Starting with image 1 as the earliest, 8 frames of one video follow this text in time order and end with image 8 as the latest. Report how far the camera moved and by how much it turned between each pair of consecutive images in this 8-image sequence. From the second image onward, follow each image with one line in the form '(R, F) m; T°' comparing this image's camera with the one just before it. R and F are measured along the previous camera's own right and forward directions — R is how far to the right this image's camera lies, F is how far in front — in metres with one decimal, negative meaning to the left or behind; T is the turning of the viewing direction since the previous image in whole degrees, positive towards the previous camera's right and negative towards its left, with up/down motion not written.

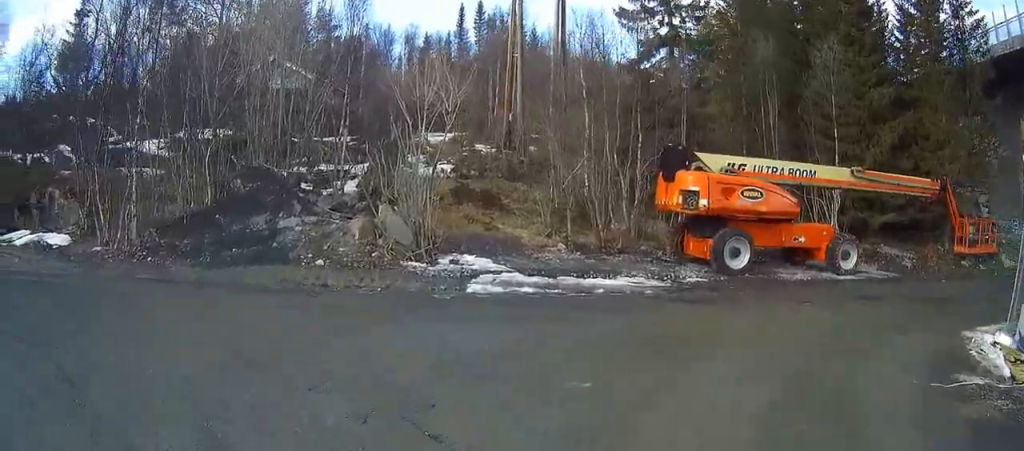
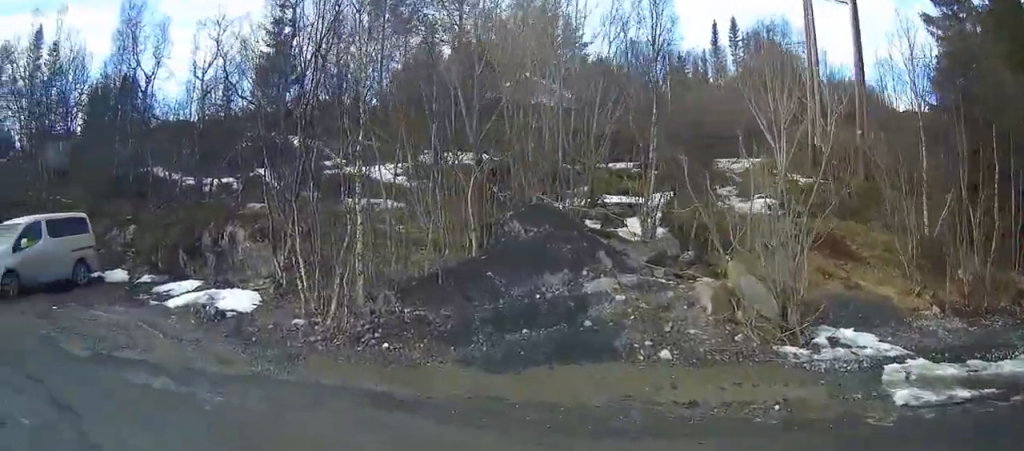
(-0.8, +4.4) m; -21°
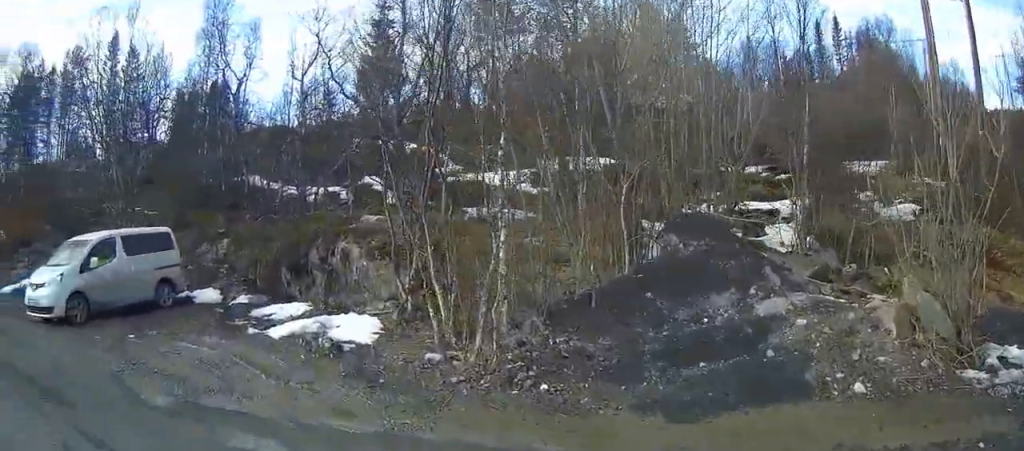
(-0.1, +1.5) m; -8°
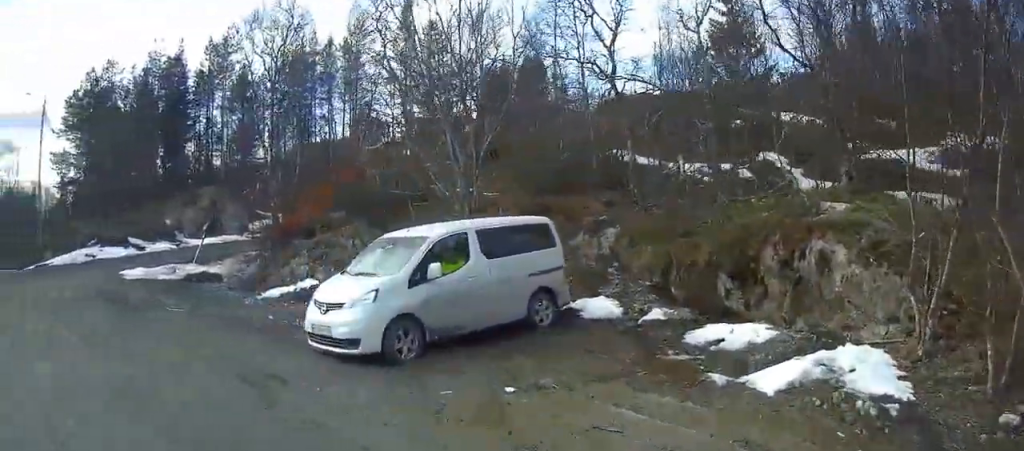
(-0.8, +4.0) m; -22°
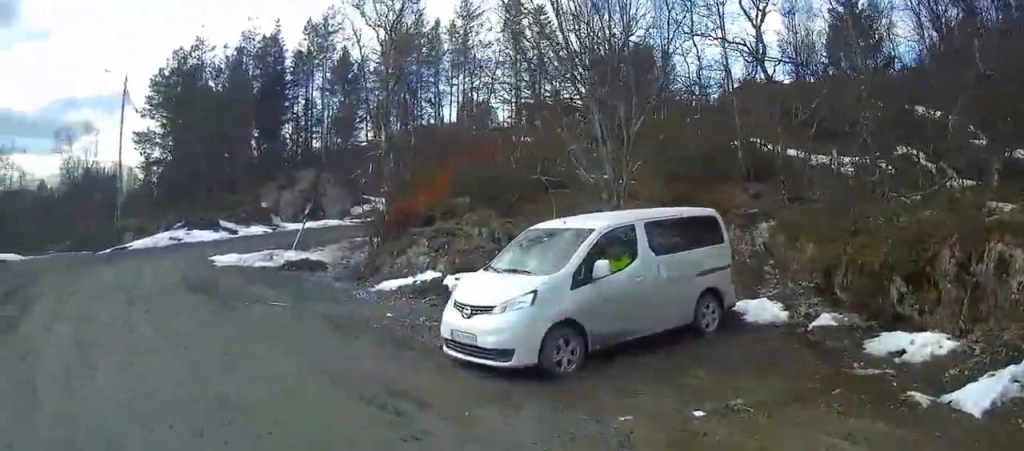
(-0.1, +1.5) m; -7°
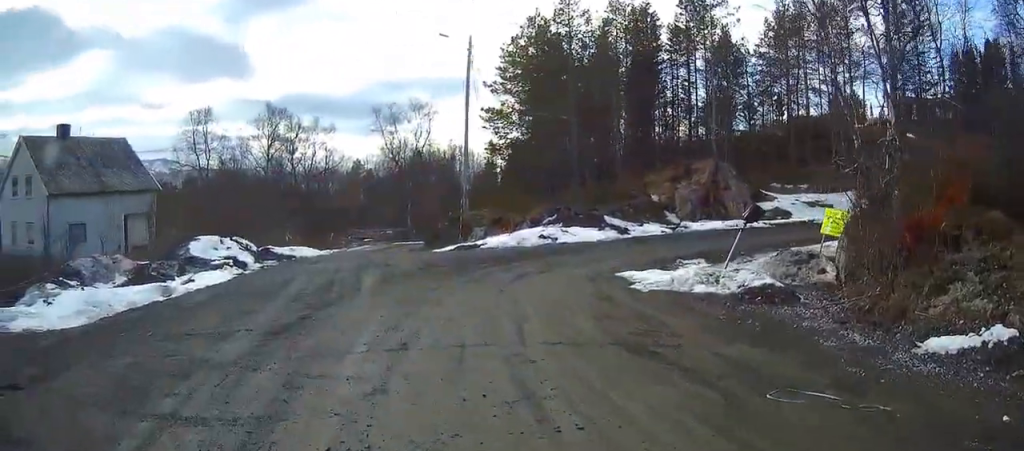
(-2.1, +6.0) m; -37°
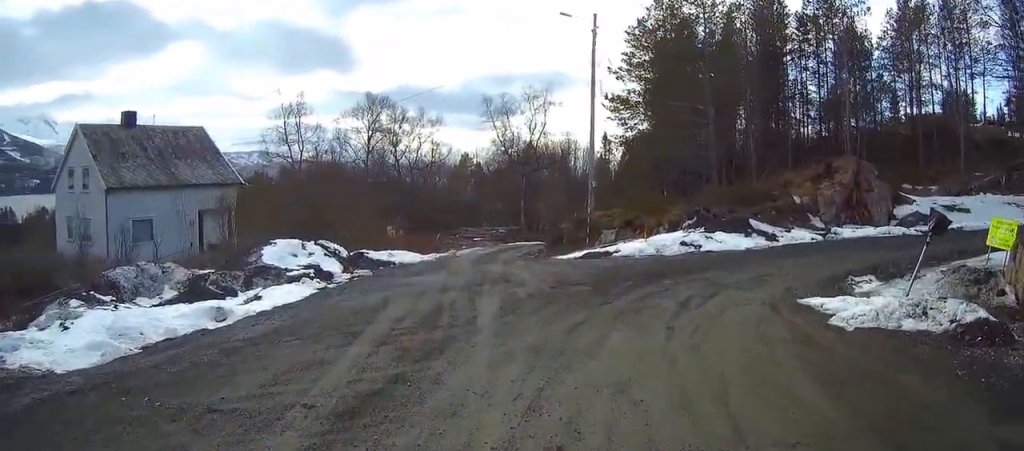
(-0.5, +4.1) m; -8°
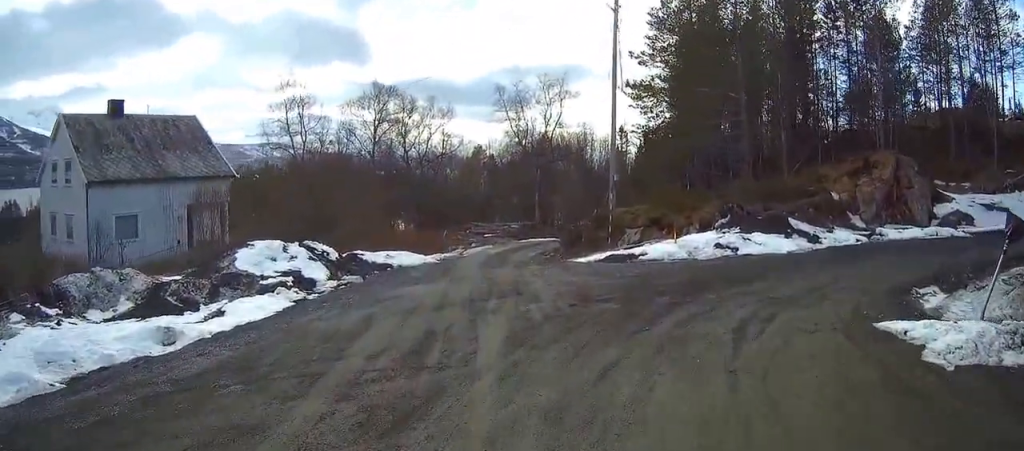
(0.0, +2.8) m; +2°
